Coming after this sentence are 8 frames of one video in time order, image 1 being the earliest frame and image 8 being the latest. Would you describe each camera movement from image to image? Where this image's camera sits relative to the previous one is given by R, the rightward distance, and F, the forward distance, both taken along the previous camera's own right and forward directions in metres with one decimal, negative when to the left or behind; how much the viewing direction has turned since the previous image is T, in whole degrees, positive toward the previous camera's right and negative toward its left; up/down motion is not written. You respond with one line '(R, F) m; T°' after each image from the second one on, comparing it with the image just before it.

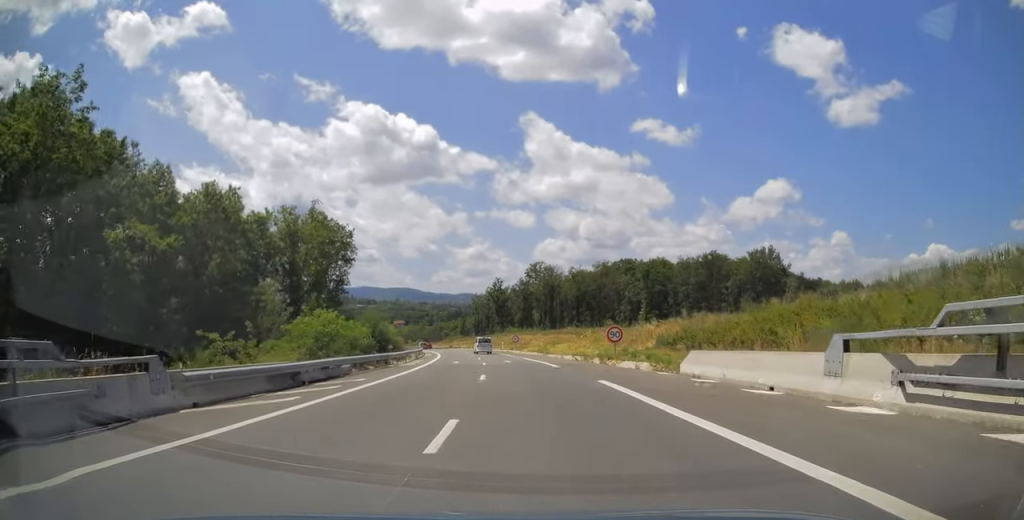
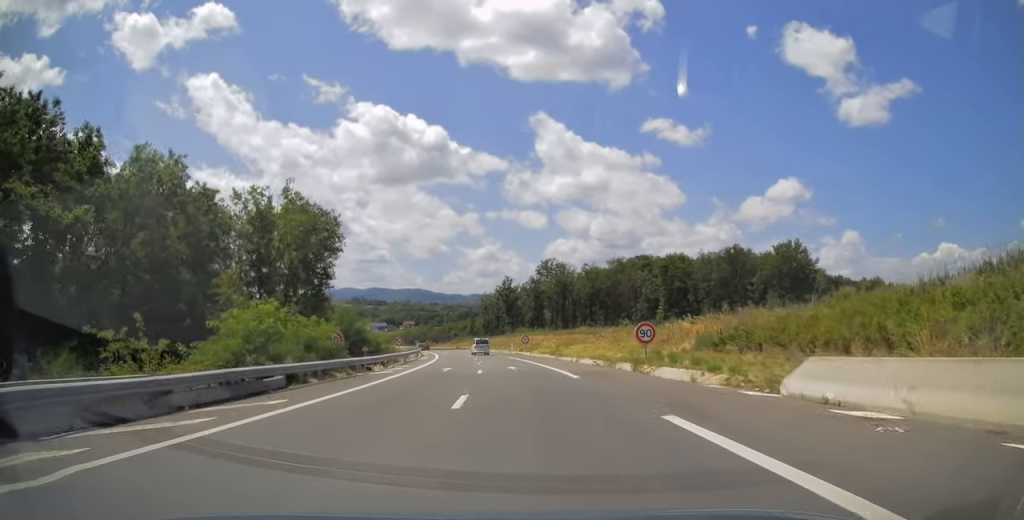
(-0.1, +8.6) m; -1°
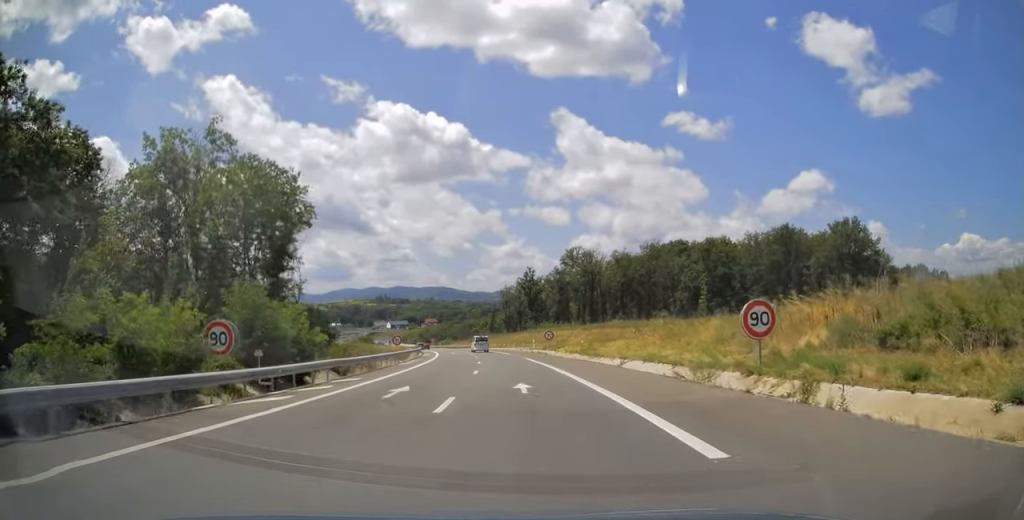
(-0.2, +15.5) m; -2°
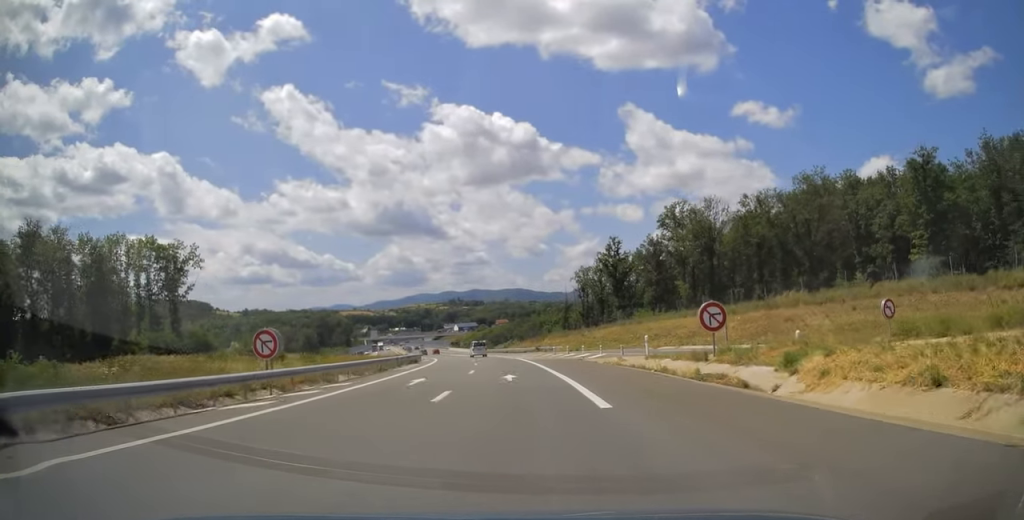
(-3.1, +49.6) m; -7°
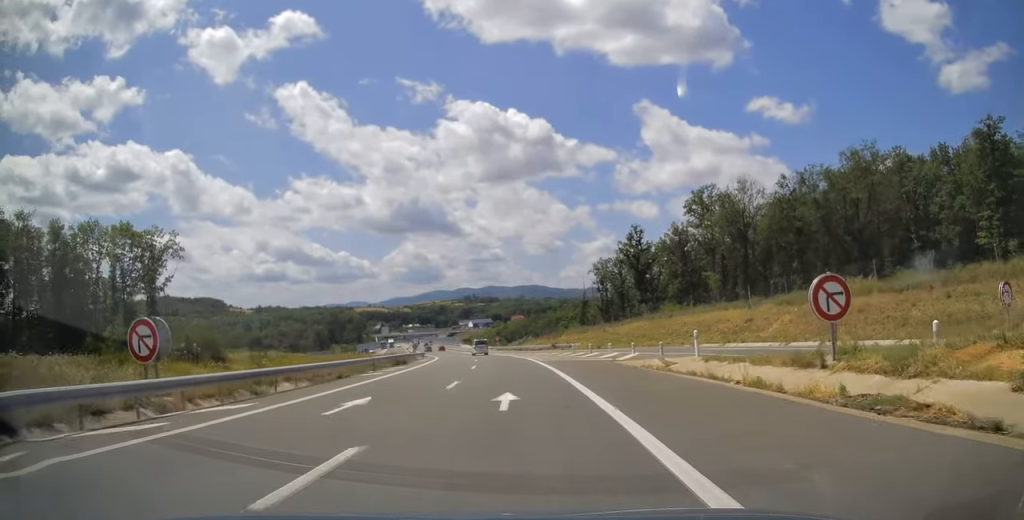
(0.0, +9.6) m; -1°
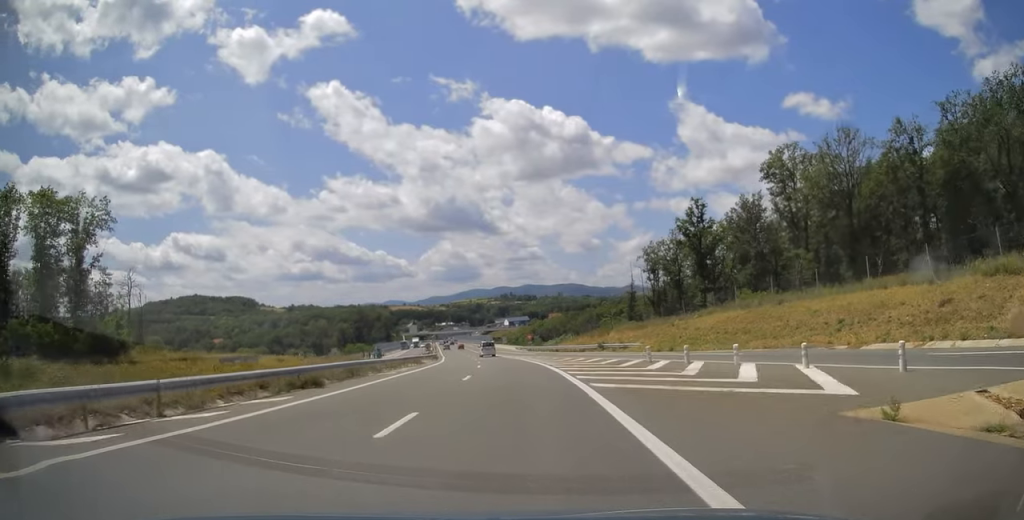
(-0.8, +22.2) m; -3°
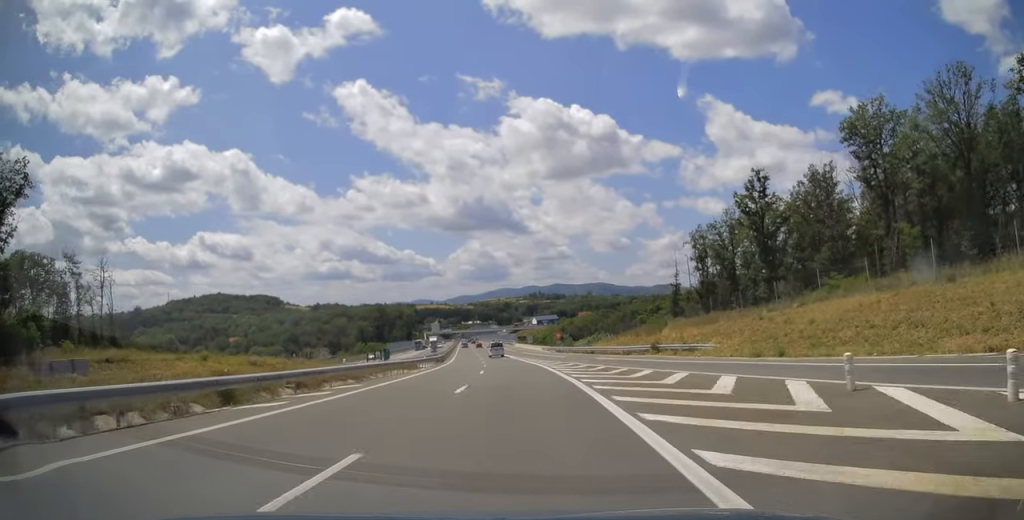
(-0.3, +17.4) m; -3°
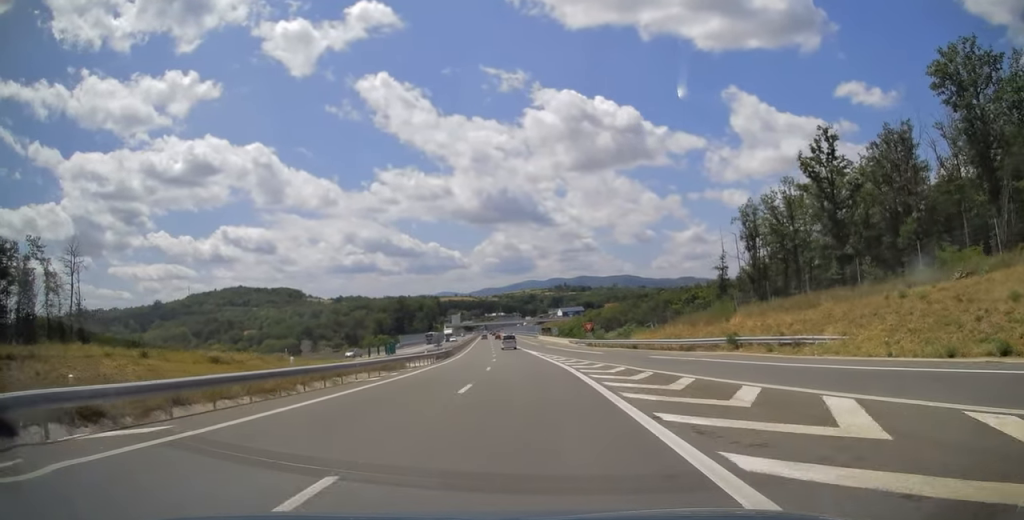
(-0.5, +14.7) m; -2°
